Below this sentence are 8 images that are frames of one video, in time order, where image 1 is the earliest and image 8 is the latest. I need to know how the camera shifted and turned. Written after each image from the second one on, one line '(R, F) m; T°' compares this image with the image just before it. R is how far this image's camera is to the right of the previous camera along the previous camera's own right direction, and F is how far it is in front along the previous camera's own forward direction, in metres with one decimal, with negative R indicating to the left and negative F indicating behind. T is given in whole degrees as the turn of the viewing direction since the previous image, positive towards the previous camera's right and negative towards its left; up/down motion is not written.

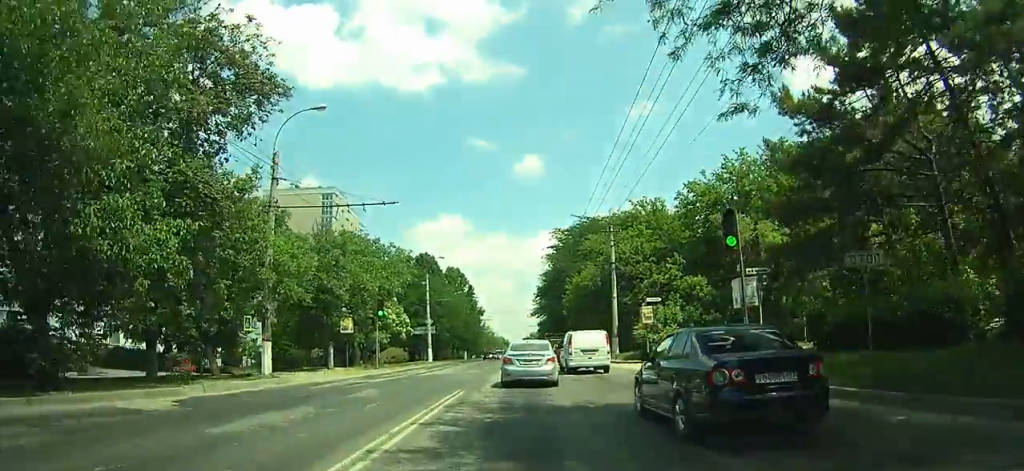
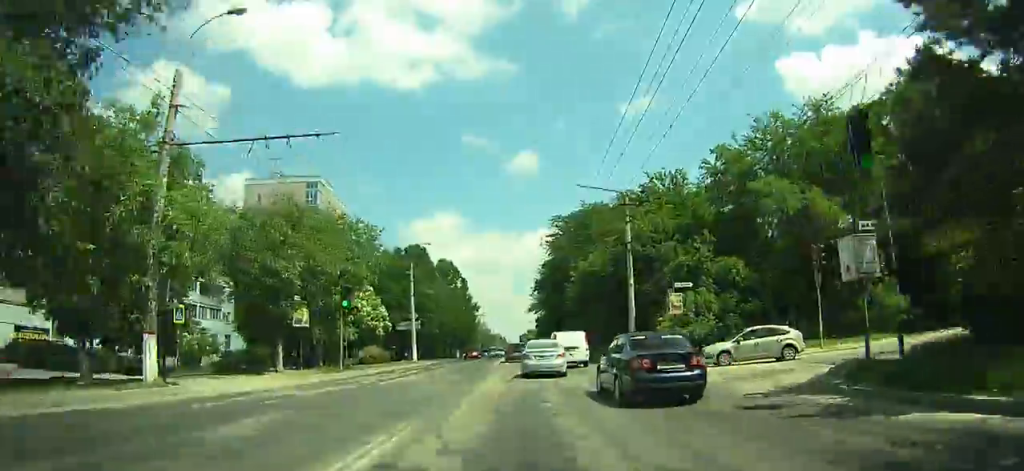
(-0.1, +7.4) m; -1°
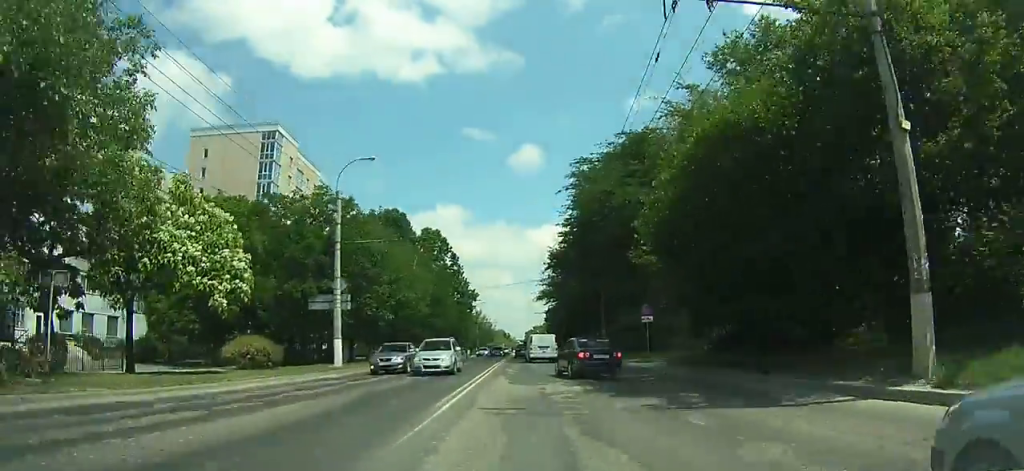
(-0.3, +23.1) m; 0°
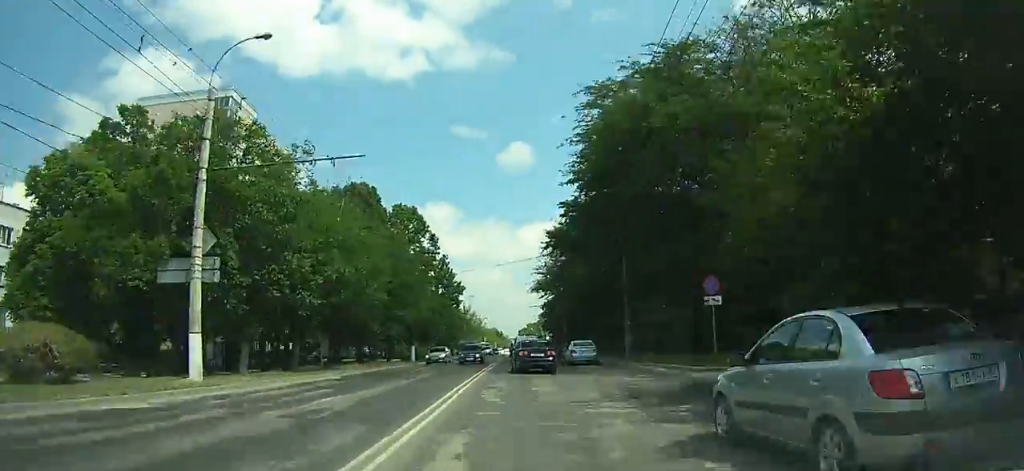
(-0.1, +12.8) m; +1°
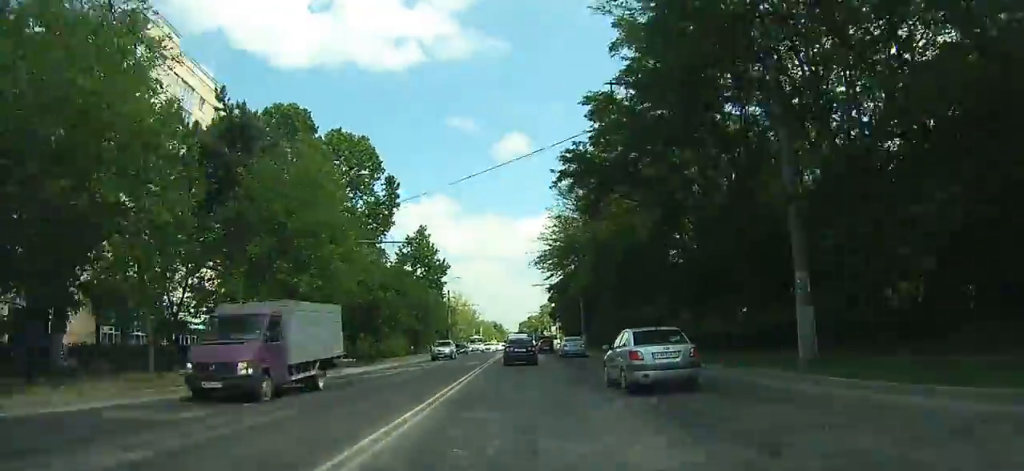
(+0.6, +22.8) m; +1°
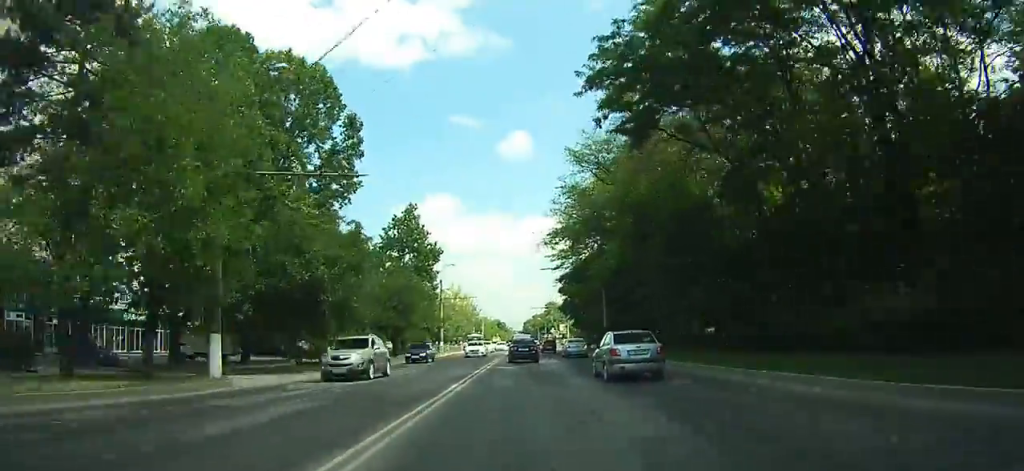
(-0.1, +12.8) m; 0°
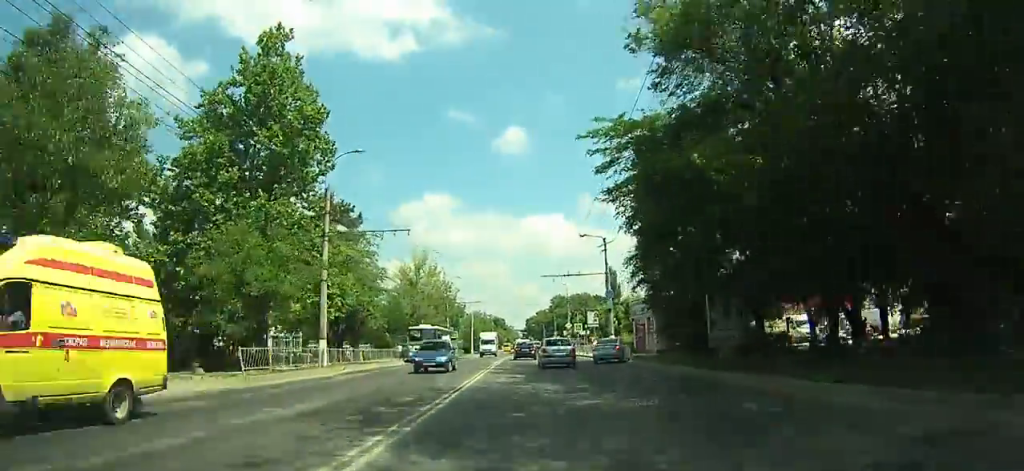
(0.0, +42.6) m; -1°
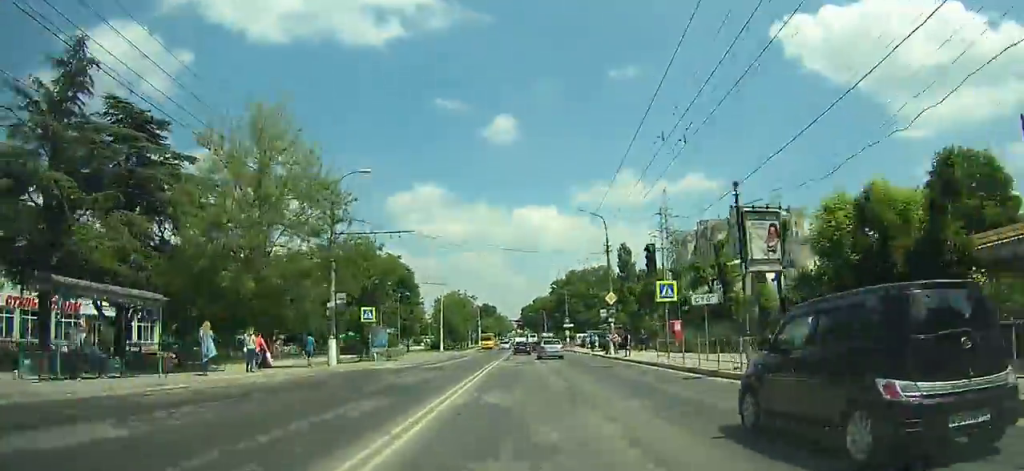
(0.0, +44.9) m; +1°
